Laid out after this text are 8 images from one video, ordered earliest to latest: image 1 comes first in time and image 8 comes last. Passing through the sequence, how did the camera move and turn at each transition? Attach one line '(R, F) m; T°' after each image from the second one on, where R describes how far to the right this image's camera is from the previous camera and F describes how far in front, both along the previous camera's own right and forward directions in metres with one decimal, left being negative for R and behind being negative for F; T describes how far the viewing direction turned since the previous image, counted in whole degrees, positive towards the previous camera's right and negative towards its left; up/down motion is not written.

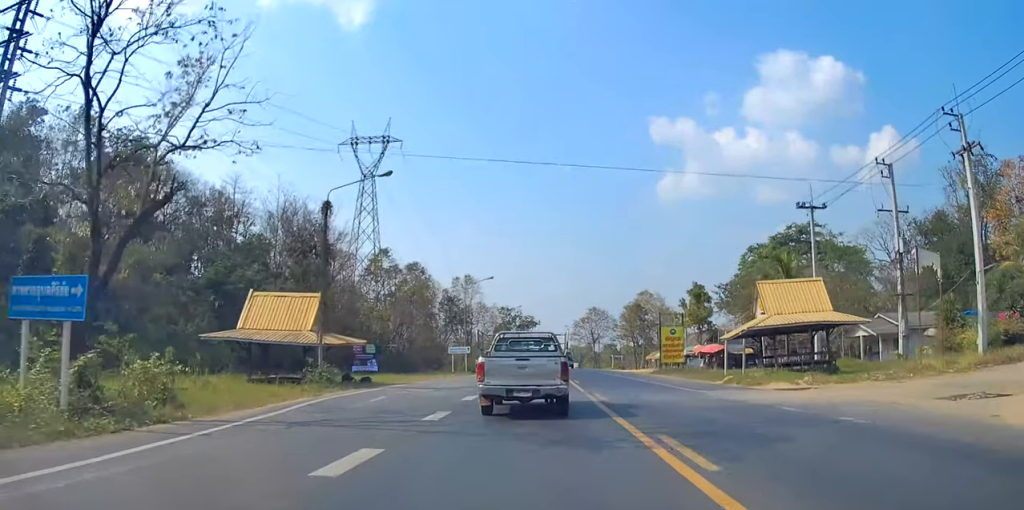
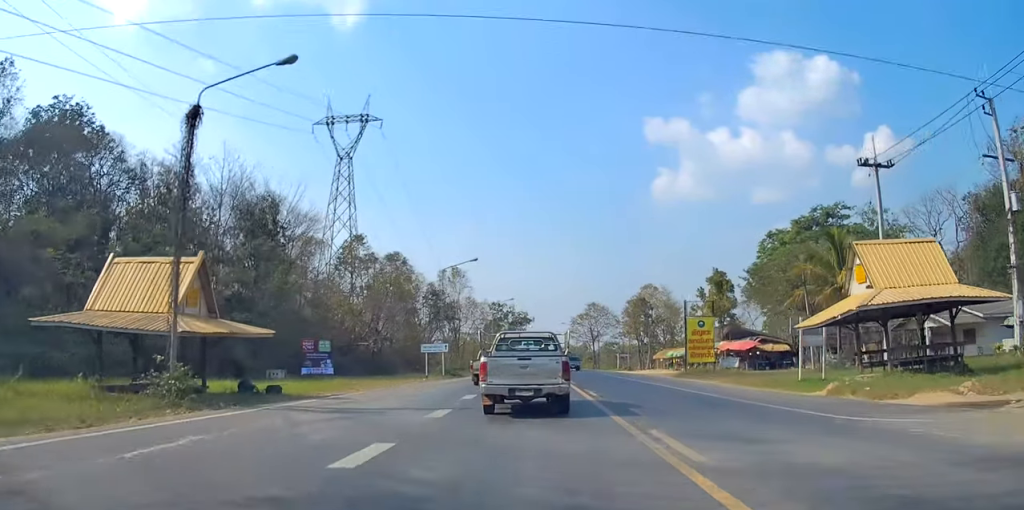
(0.0, +11.3) m; 0°
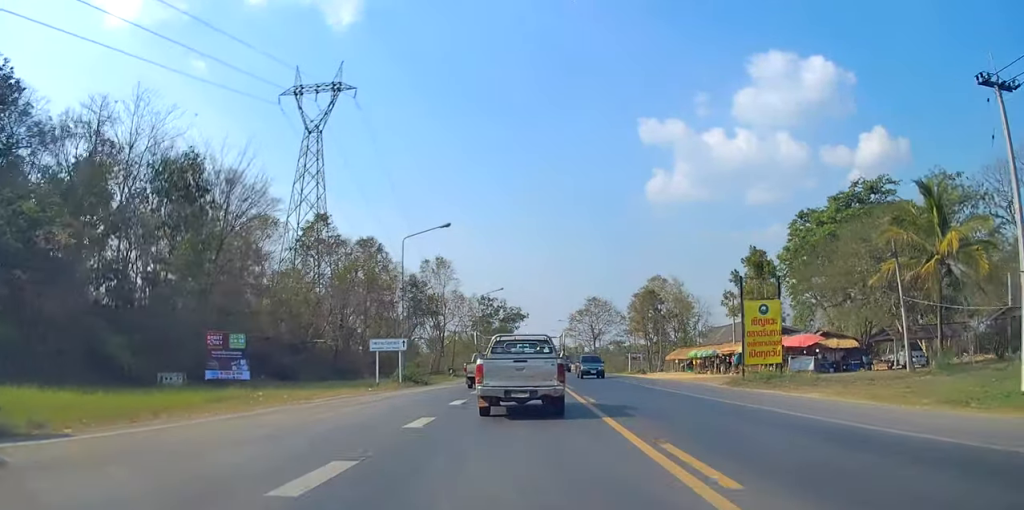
(0.0, +14.3) m; +2°
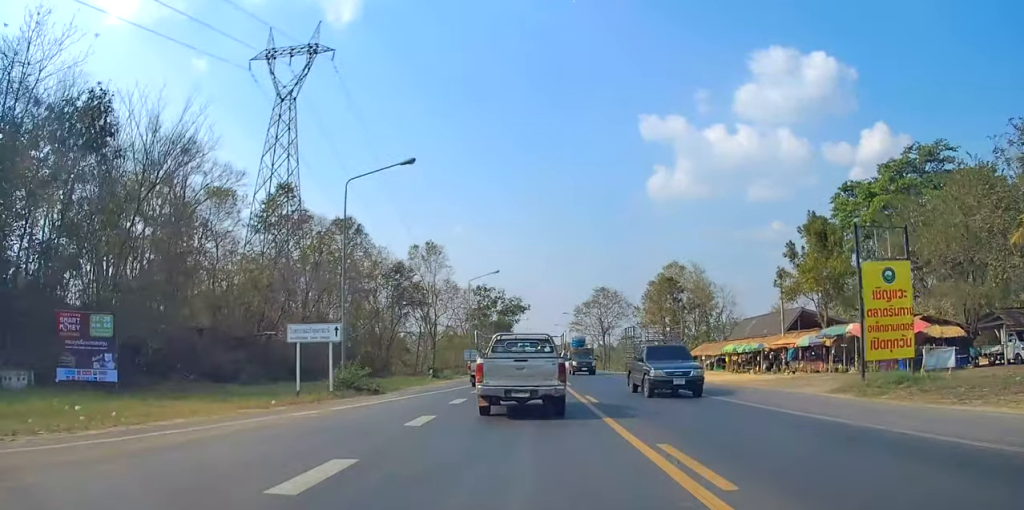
(+0.3, +11.2) m; +1°
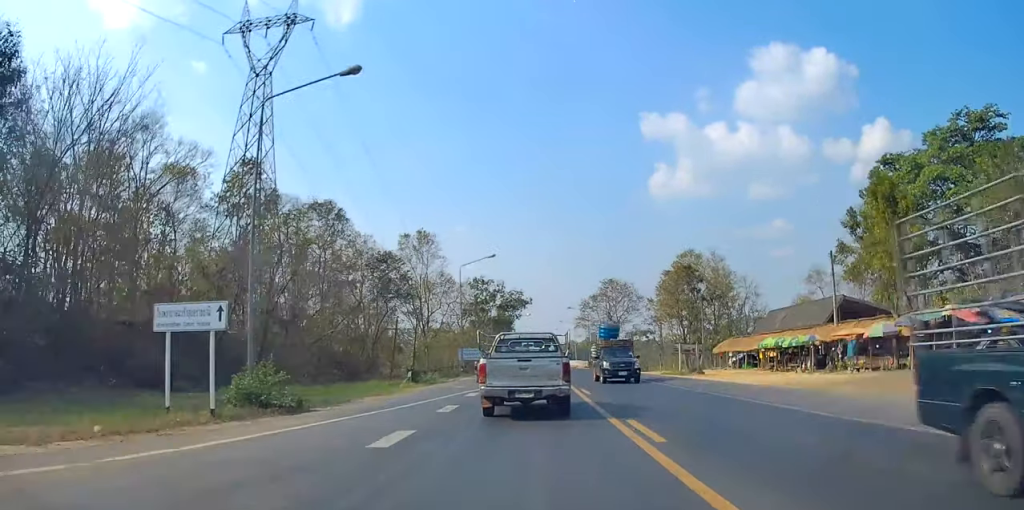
(+0.4, +8.8) m; 0°
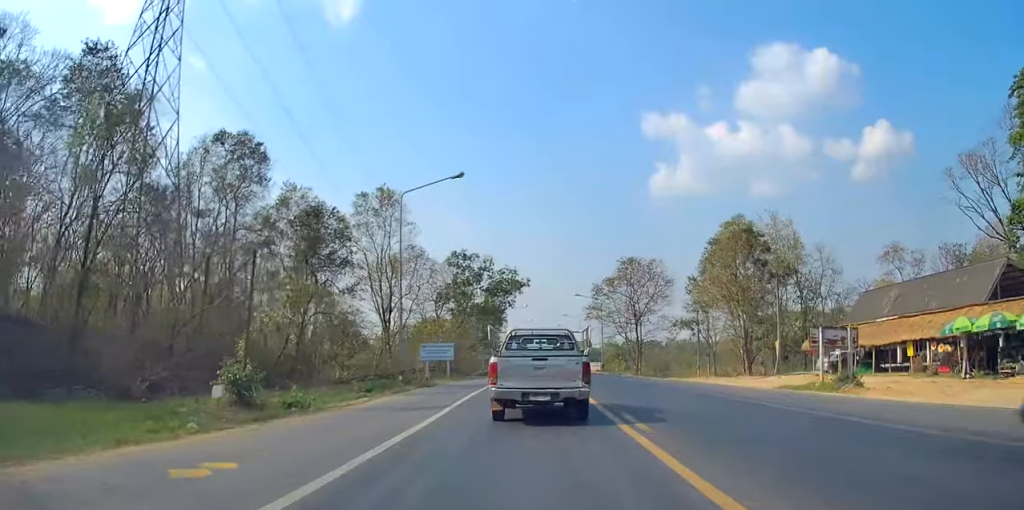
(-1.0, +23.2) m; -2°
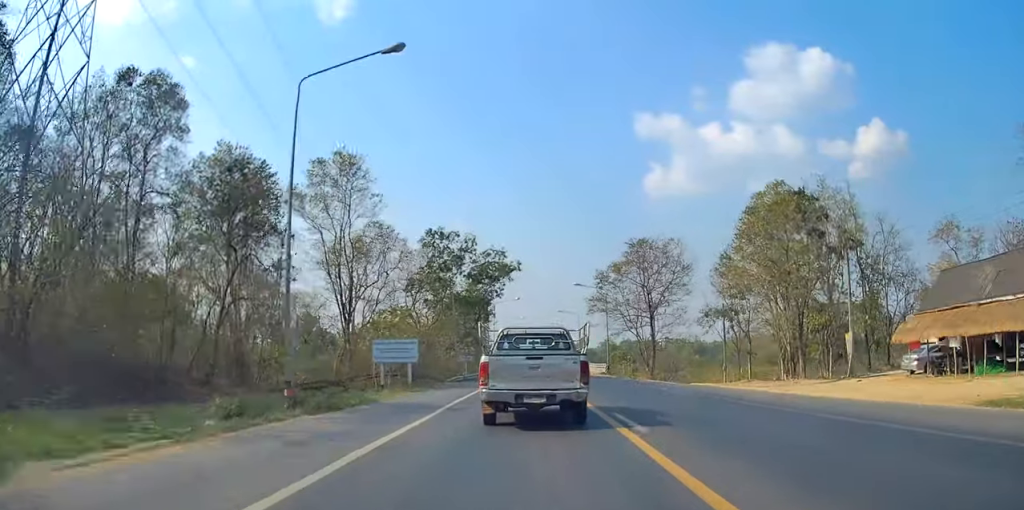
(0.0, +12.2) m; +1°
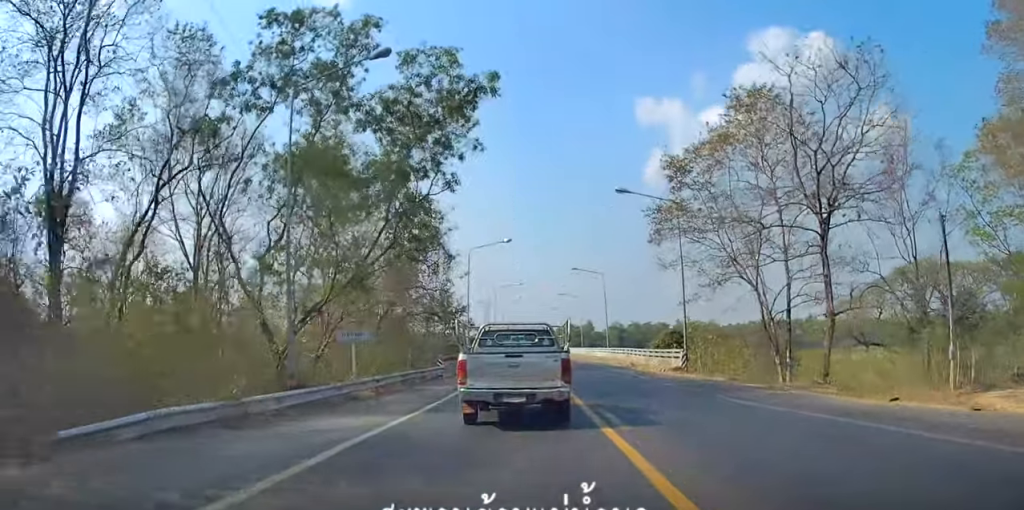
(+0.4, +36.0) m; +1°
